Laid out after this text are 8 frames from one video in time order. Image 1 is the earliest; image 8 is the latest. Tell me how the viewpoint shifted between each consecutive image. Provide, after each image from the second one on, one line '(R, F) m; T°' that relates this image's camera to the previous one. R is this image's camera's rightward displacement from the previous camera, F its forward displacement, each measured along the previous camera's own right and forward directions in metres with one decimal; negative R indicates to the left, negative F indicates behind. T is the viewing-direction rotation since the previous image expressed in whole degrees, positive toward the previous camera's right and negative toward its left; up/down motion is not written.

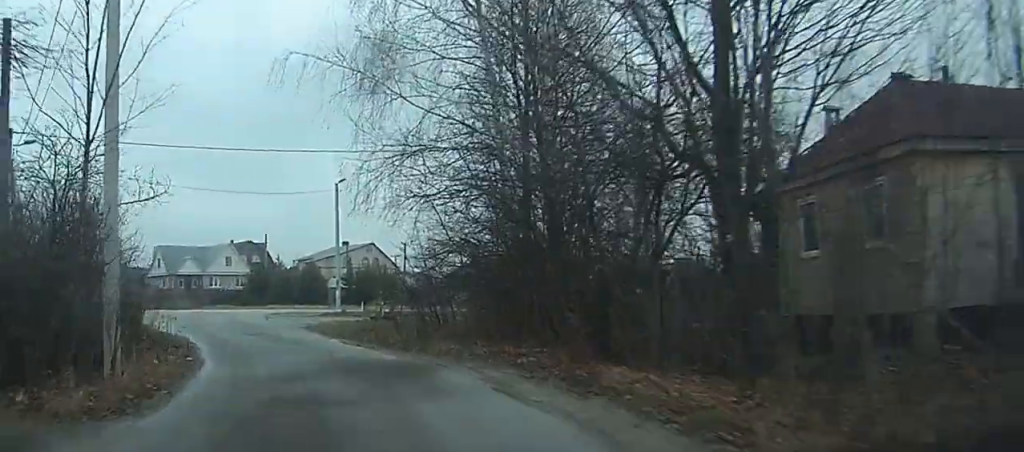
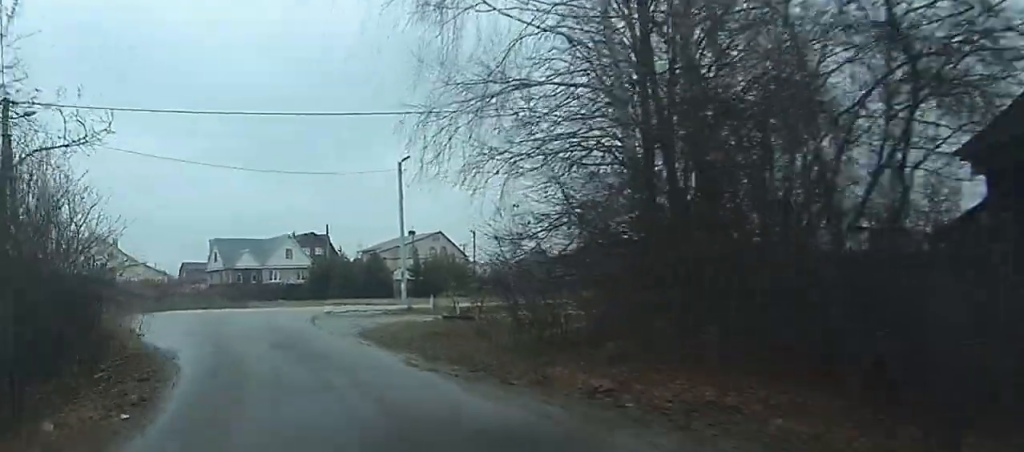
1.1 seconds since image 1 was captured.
(-0.3, +6.0) m; -8°
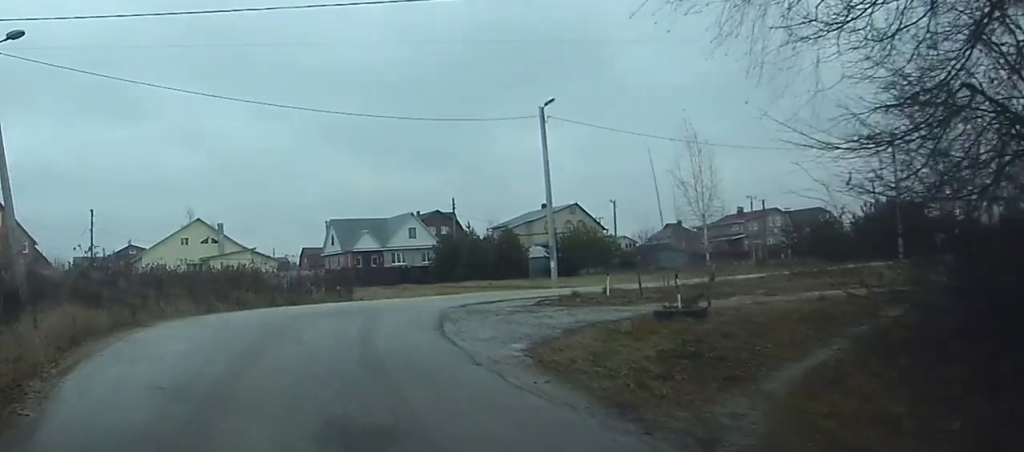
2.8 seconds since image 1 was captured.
(-1.0, +11.1) m; -9°
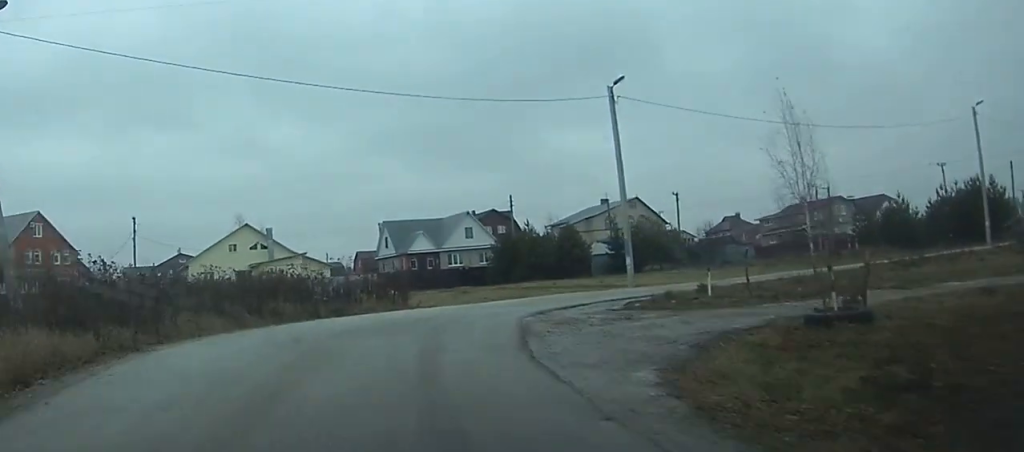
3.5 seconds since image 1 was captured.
(-0.2, +4.5) m; -2°
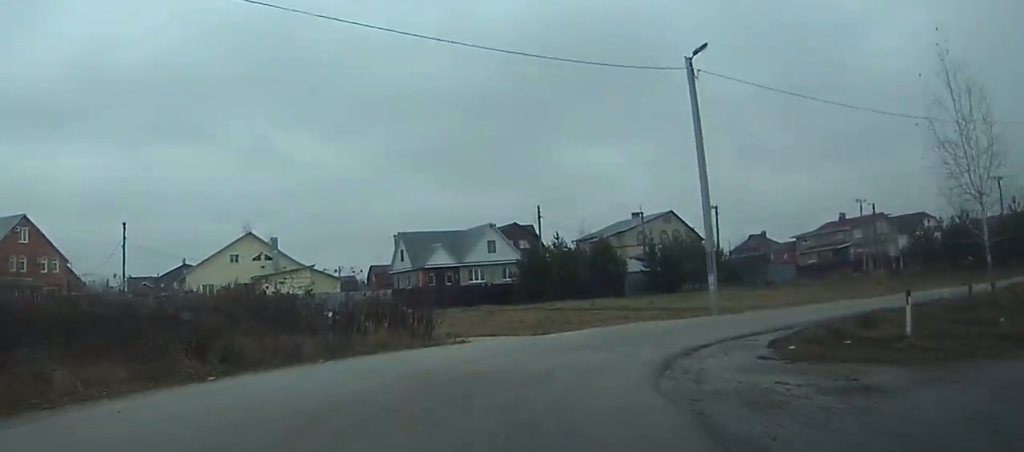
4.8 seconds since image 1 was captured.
(-0.1, +8.0) m; +1°
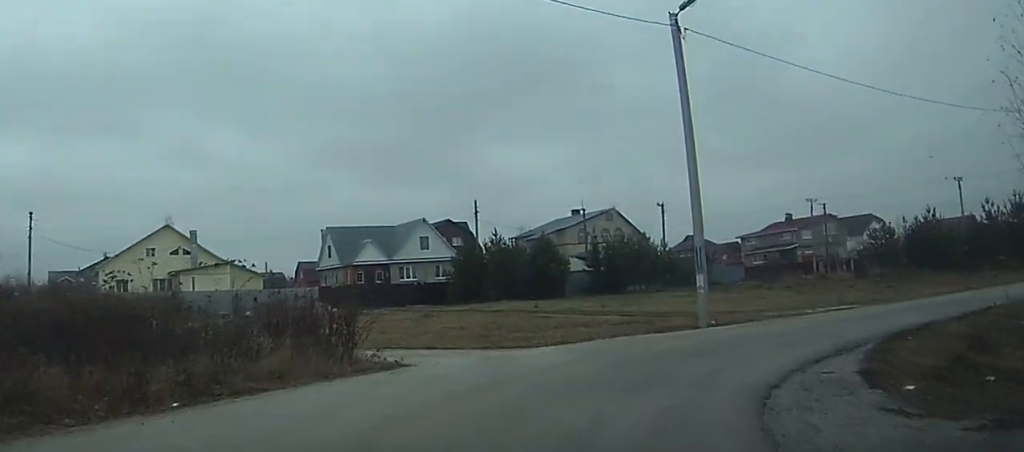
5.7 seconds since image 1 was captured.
(+0.1, +4.7) m; +5°
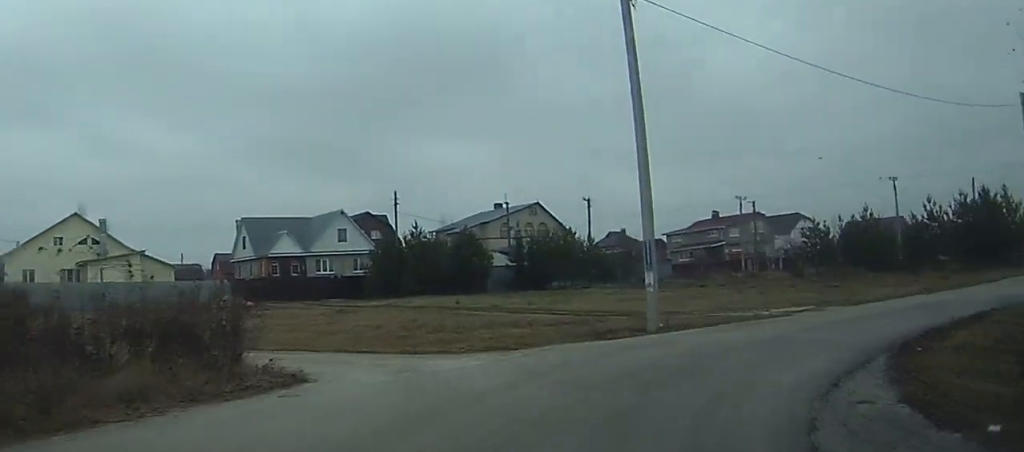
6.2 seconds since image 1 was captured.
(+0.2, +2.6) m; +2°
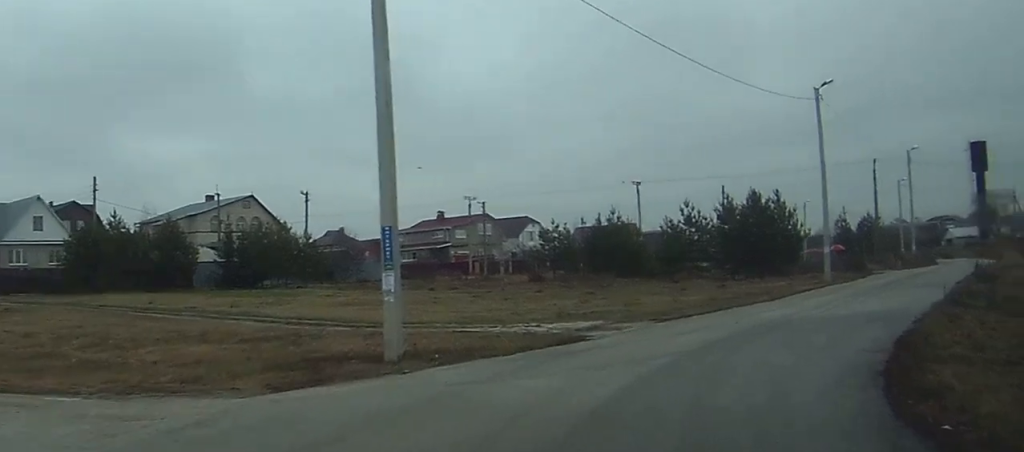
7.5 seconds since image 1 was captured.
(+0.3, +6.8) m; +9°
